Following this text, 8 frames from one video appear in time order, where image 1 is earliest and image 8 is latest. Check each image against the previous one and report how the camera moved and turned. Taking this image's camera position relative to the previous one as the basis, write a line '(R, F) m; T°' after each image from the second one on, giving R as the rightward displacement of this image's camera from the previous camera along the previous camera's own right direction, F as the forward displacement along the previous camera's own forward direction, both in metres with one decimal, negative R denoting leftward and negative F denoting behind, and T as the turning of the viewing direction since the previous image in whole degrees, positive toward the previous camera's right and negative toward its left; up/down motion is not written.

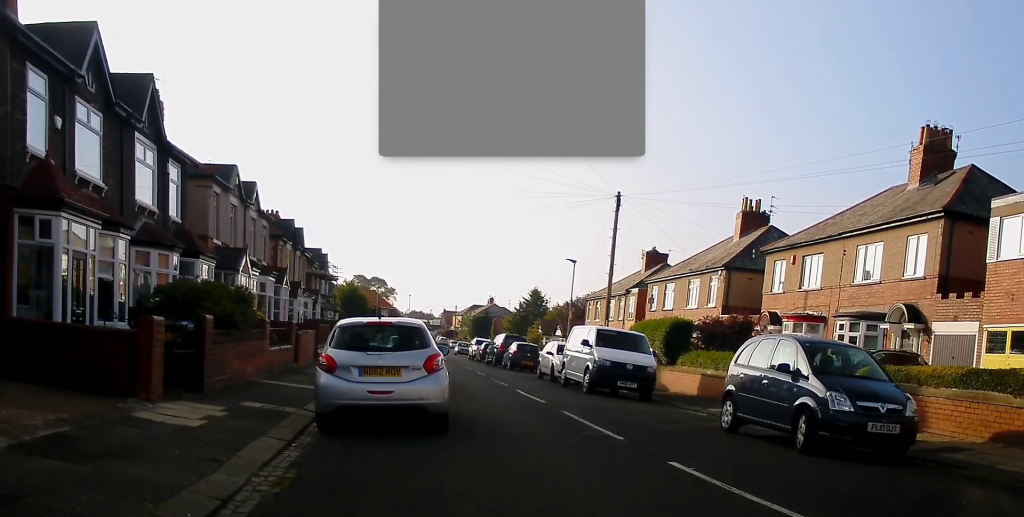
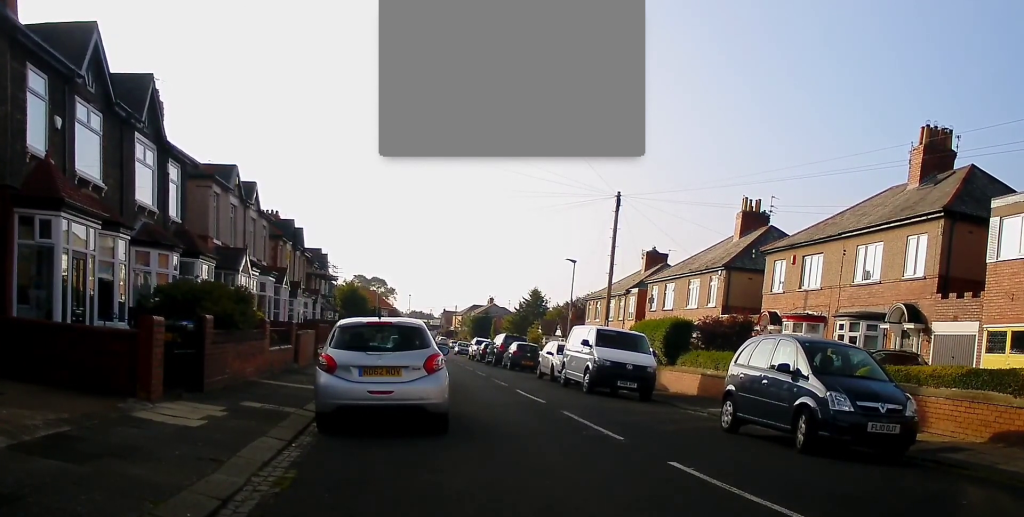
(0.0, 0.0) m; 0°
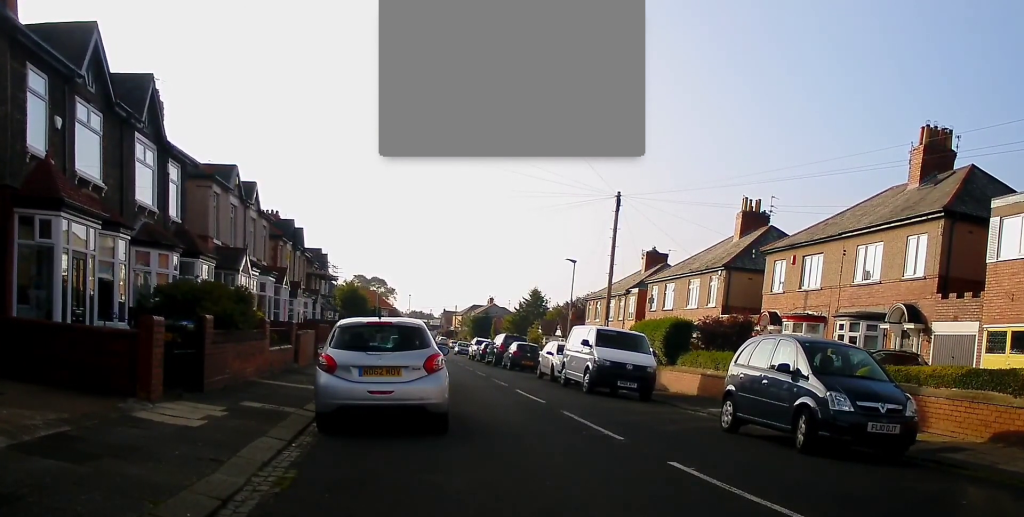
(0.0, 0.0) m; 0°
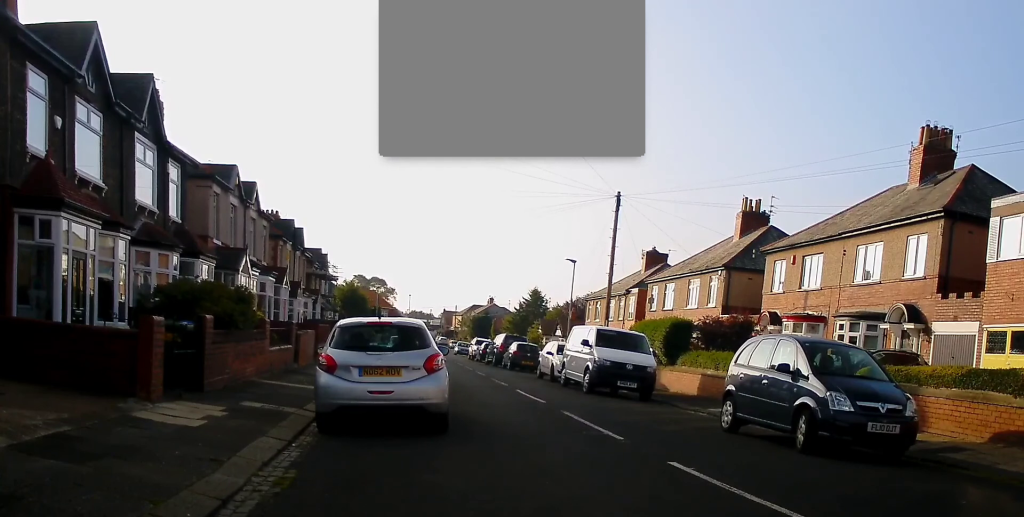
(0.0, 0.0) m; 0°
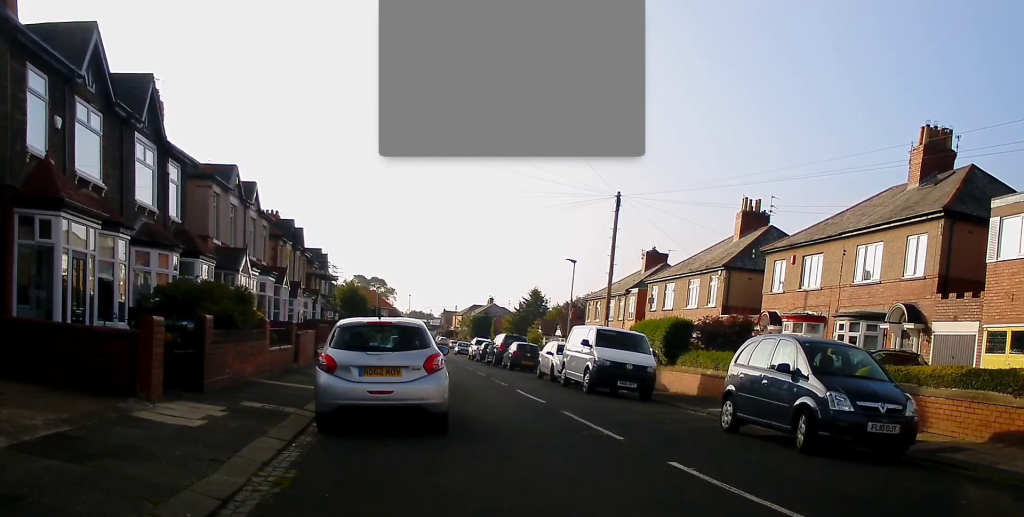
(0.0, 0.0) m; 0°
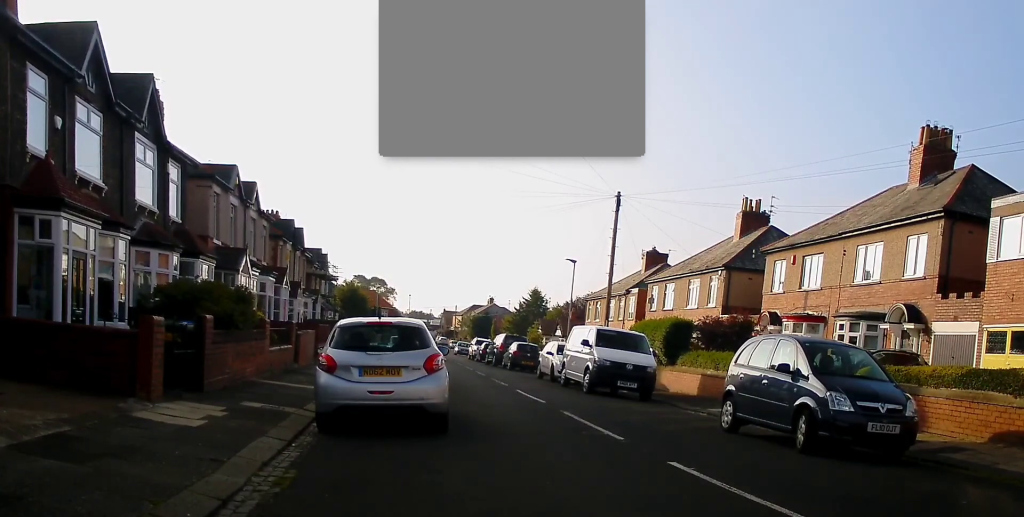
(0.0, 0.0) m; 0°
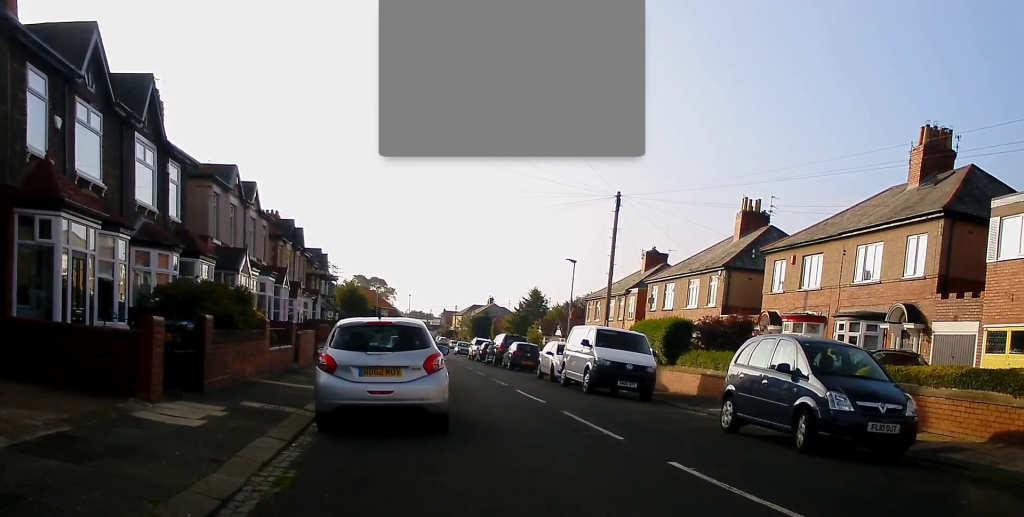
(0.0, 0.0) m; 0°
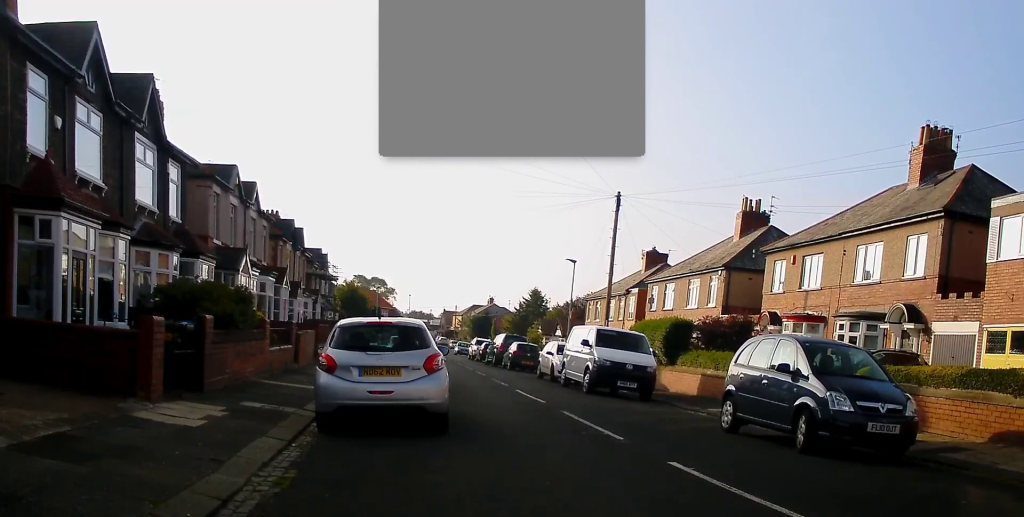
(0.0, 0.0) m; 0°
